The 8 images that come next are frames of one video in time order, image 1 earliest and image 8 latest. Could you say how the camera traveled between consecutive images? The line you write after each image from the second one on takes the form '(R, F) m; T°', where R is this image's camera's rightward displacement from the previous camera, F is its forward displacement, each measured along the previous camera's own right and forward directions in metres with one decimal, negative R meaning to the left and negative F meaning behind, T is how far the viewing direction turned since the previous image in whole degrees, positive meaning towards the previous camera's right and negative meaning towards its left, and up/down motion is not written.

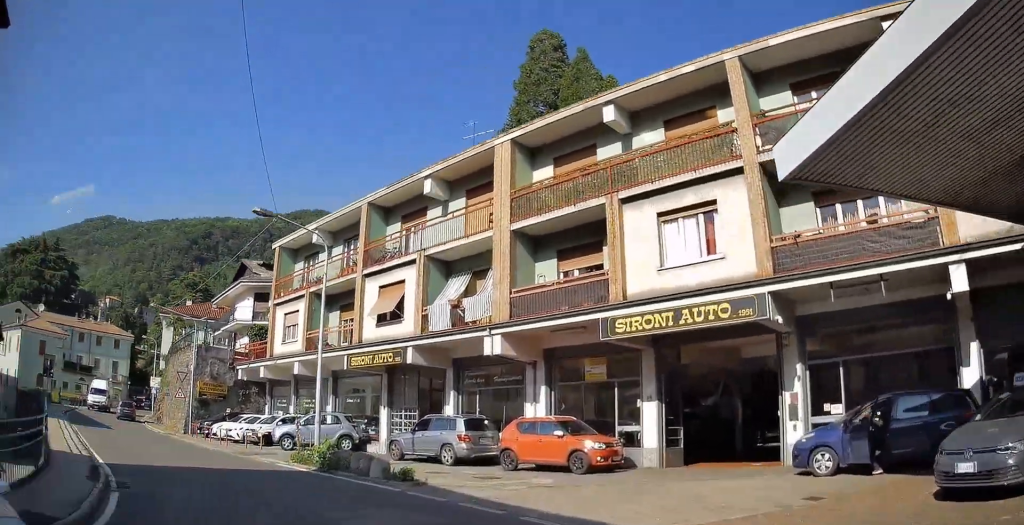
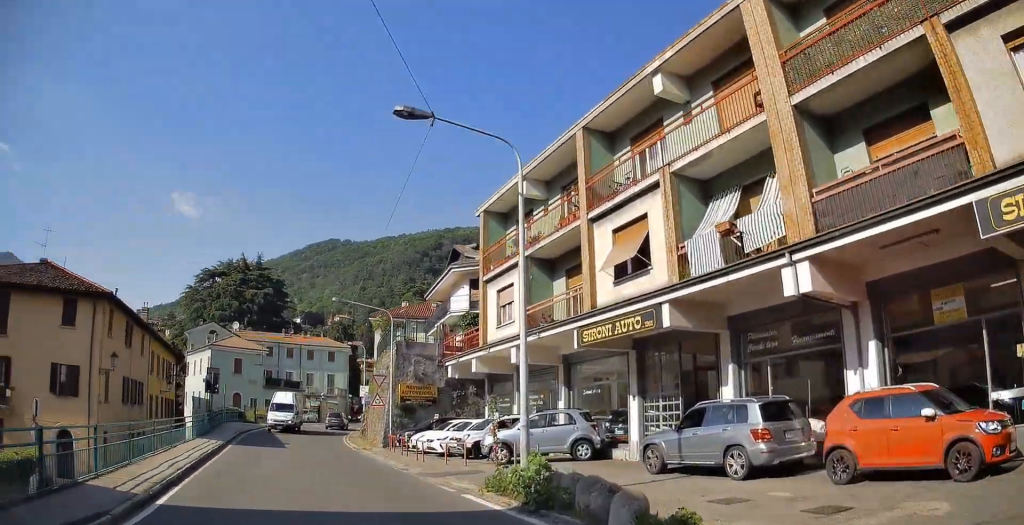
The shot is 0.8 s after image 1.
(-1.2, +6.2) m; -18°
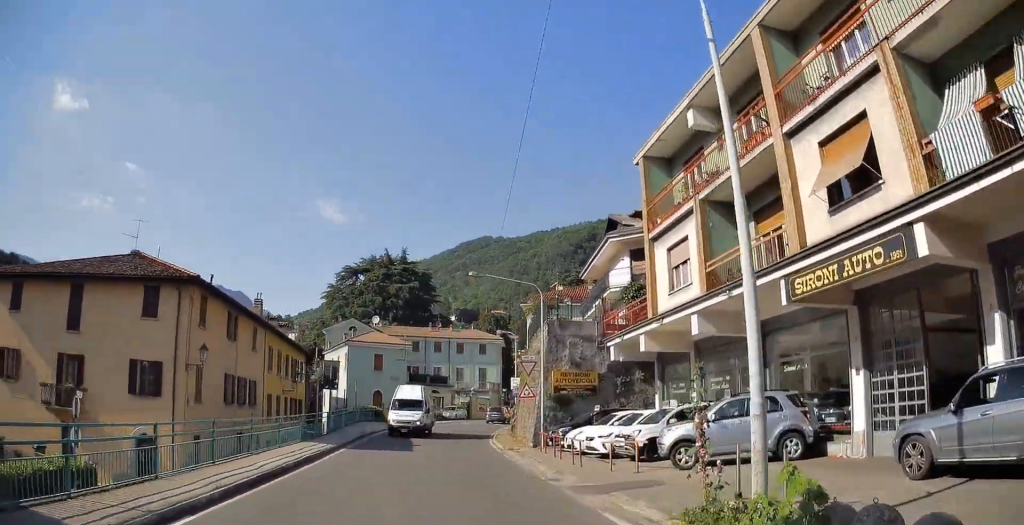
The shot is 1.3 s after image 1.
(-0.5, +4.3) m; -13°
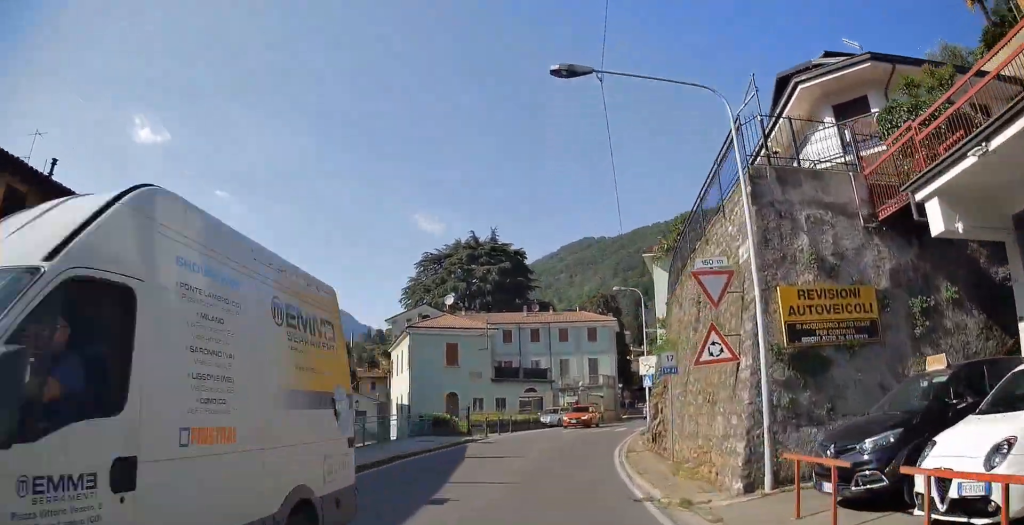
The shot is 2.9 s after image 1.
(-2.3, +14.2) m; -14°
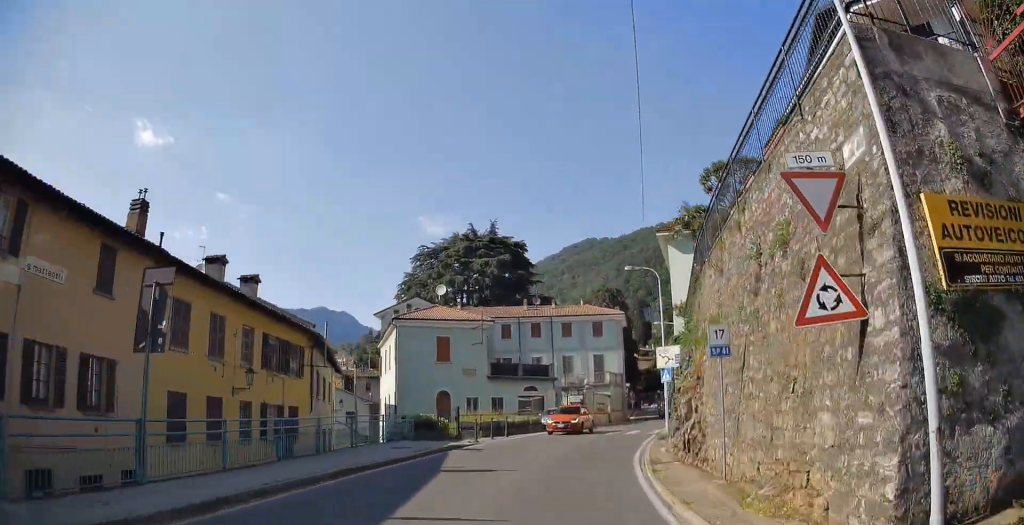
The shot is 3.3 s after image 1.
(+0.1, +4.0) m; -2°
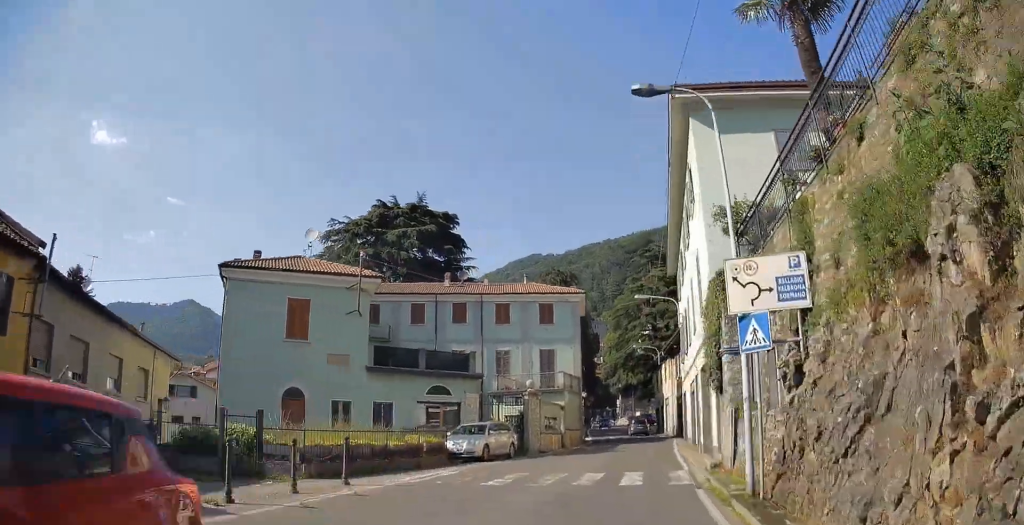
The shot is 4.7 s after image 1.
(-1.0, +14.9) m; -3°
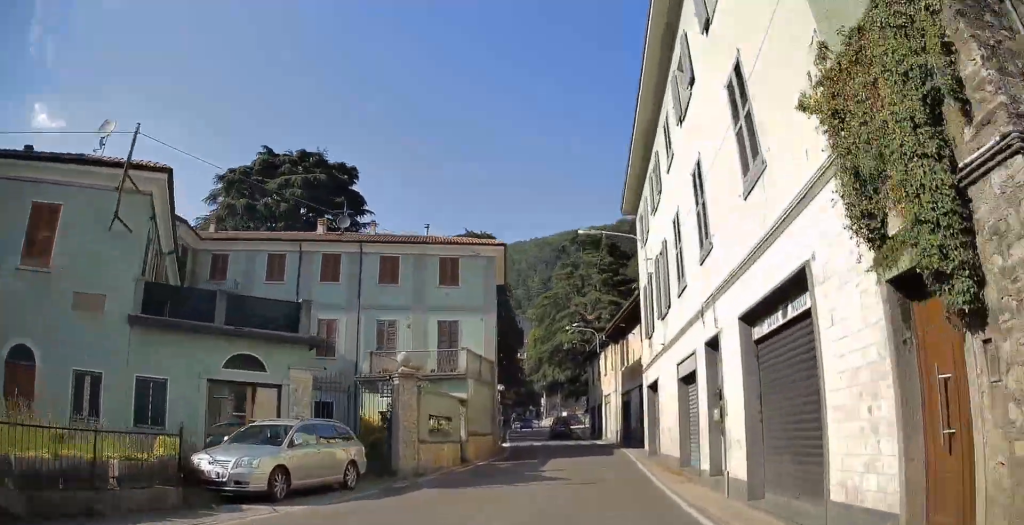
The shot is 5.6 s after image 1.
(+0.2, +10.9) m; +3°
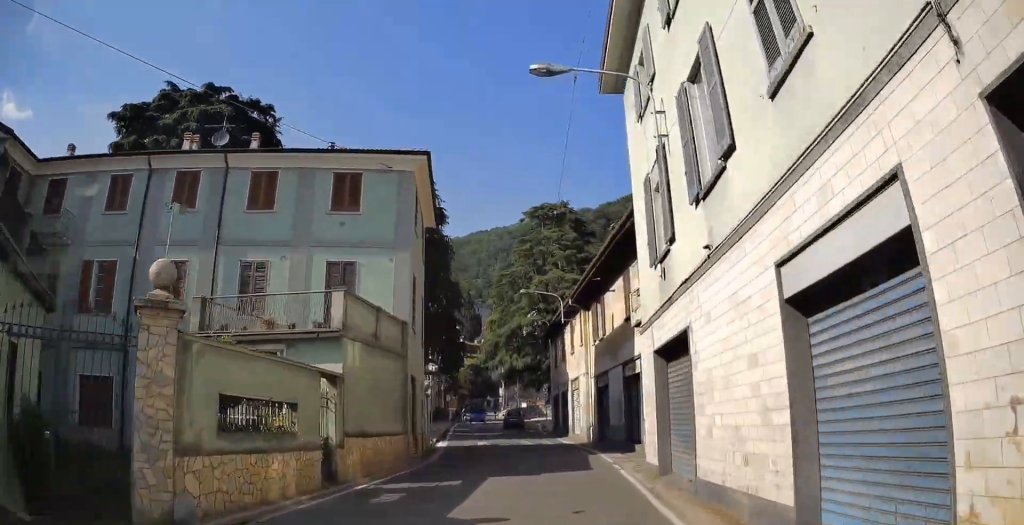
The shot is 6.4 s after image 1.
(+0.3, +9.8) m; +3°
